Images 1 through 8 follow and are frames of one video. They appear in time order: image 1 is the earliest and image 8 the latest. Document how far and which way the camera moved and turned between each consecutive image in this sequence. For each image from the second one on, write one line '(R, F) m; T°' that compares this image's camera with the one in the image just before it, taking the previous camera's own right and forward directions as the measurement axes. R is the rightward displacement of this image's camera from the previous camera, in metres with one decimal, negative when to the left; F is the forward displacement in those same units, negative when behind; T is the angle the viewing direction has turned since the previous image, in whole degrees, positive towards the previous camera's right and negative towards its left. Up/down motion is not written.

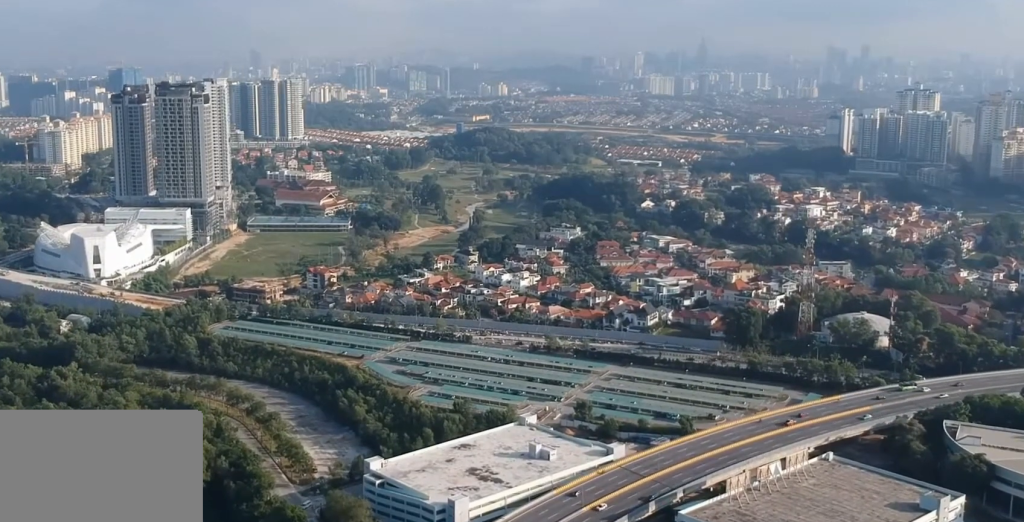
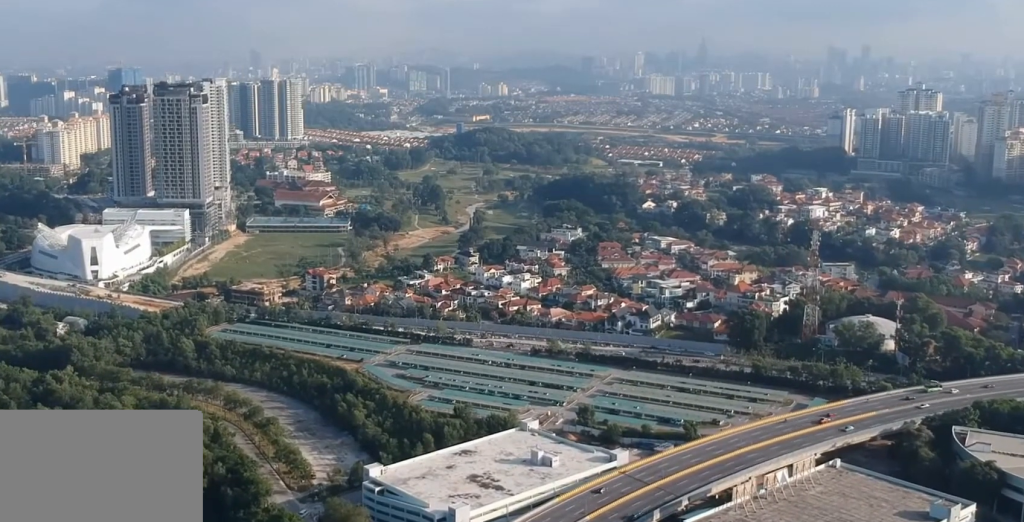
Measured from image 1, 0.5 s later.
(0.0, +6.4) m; 0°
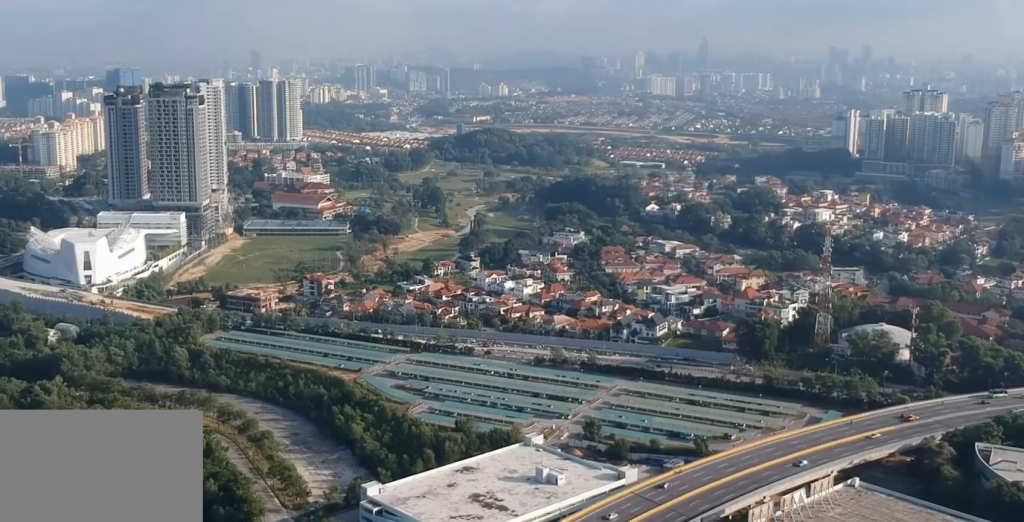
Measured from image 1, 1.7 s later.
(0.0, +16.5) m; 0°
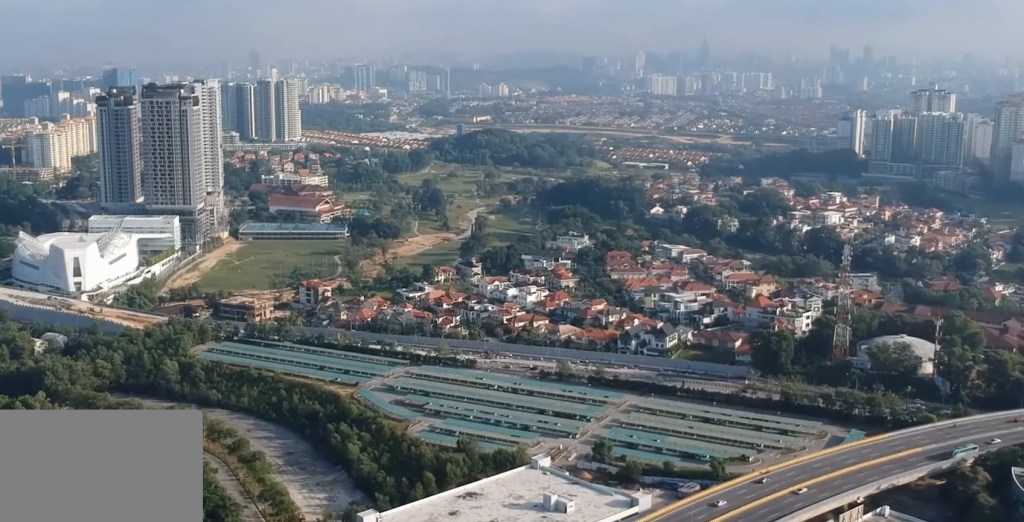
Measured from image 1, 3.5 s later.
(+0.1, +23.5) m; +1°
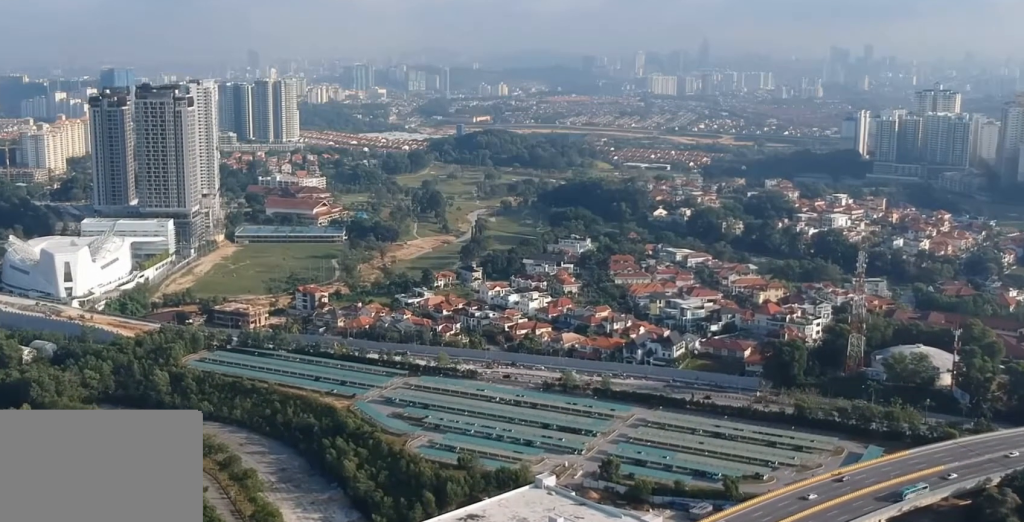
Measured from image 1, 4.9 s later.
(0.0, +18.7) m; 0°
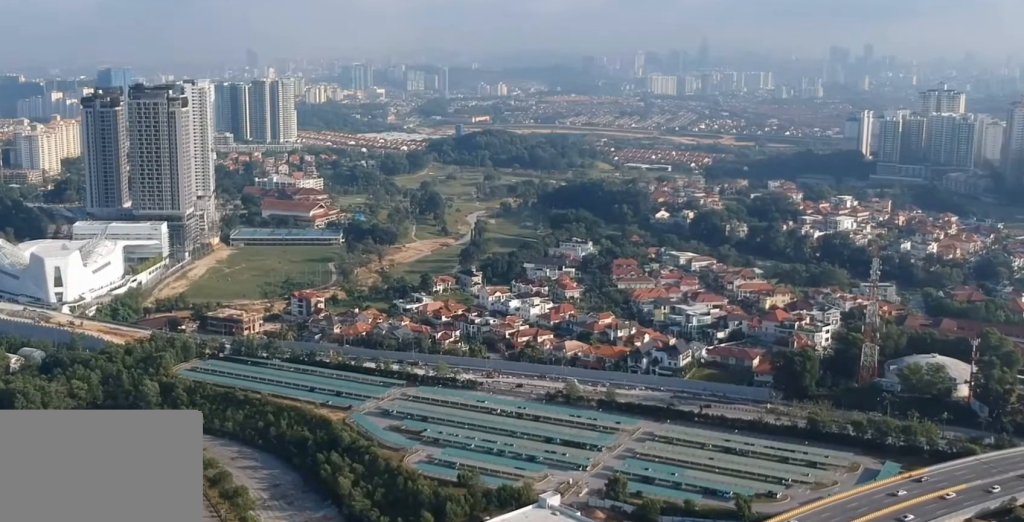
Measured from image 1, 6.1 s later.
(0.0, +16.4) m; 0°
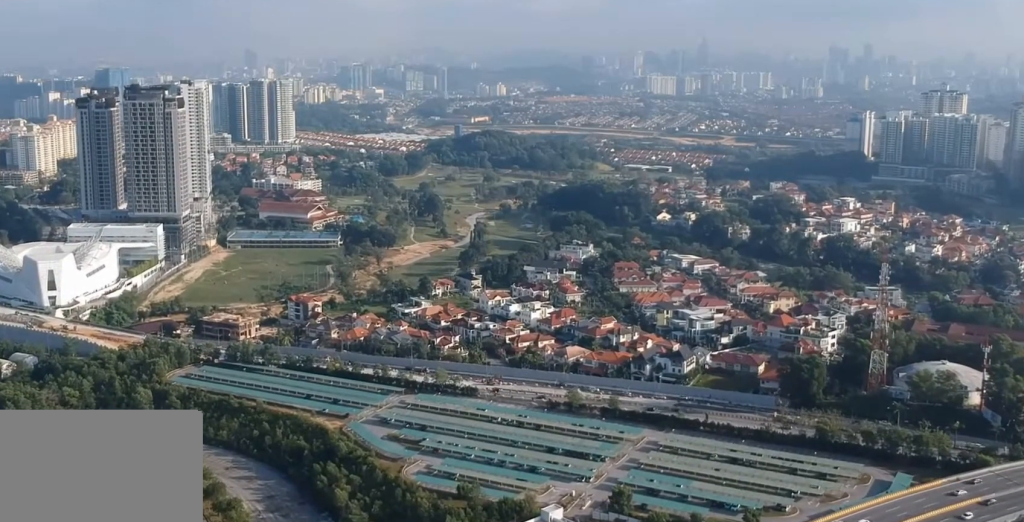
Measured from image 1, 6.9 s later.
(0.0, +10.5) m; 0°
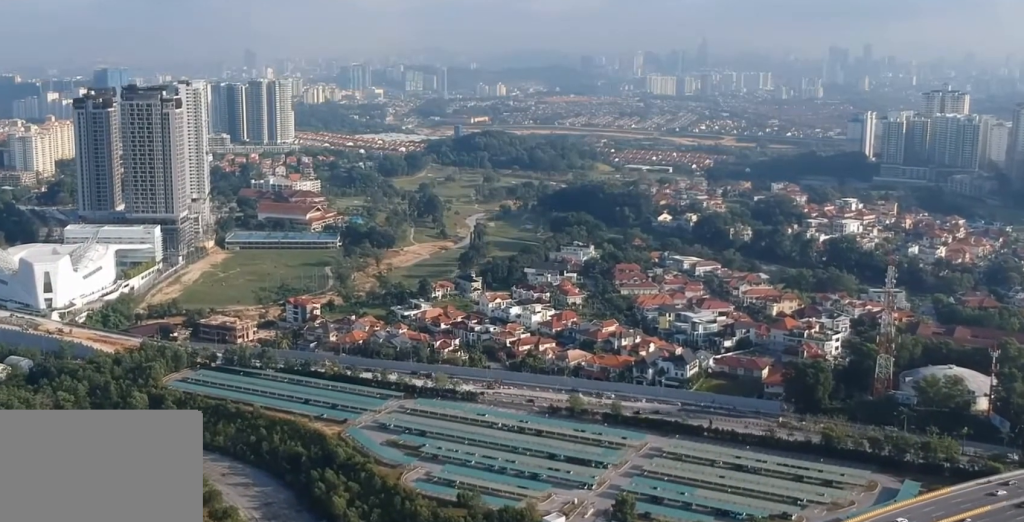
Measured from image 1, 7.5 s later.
(0.0, +7.3) m; 0°
